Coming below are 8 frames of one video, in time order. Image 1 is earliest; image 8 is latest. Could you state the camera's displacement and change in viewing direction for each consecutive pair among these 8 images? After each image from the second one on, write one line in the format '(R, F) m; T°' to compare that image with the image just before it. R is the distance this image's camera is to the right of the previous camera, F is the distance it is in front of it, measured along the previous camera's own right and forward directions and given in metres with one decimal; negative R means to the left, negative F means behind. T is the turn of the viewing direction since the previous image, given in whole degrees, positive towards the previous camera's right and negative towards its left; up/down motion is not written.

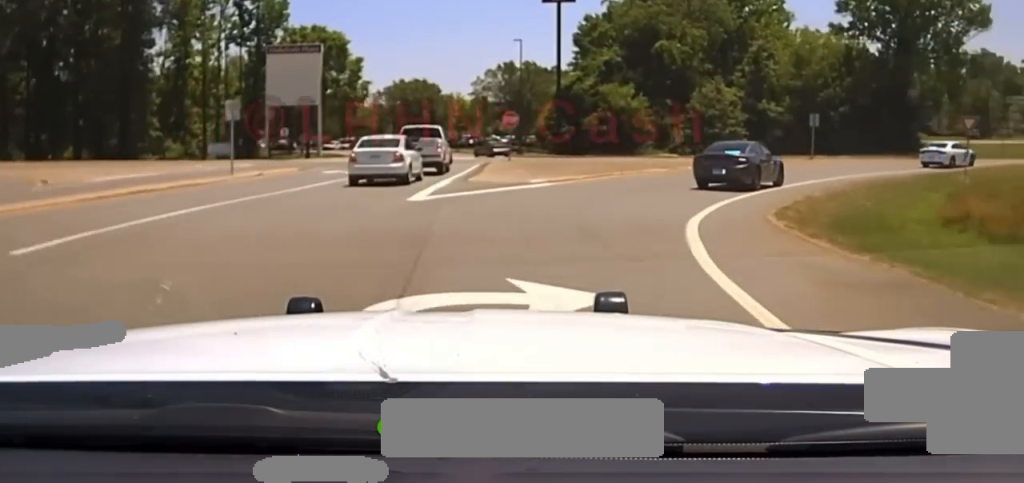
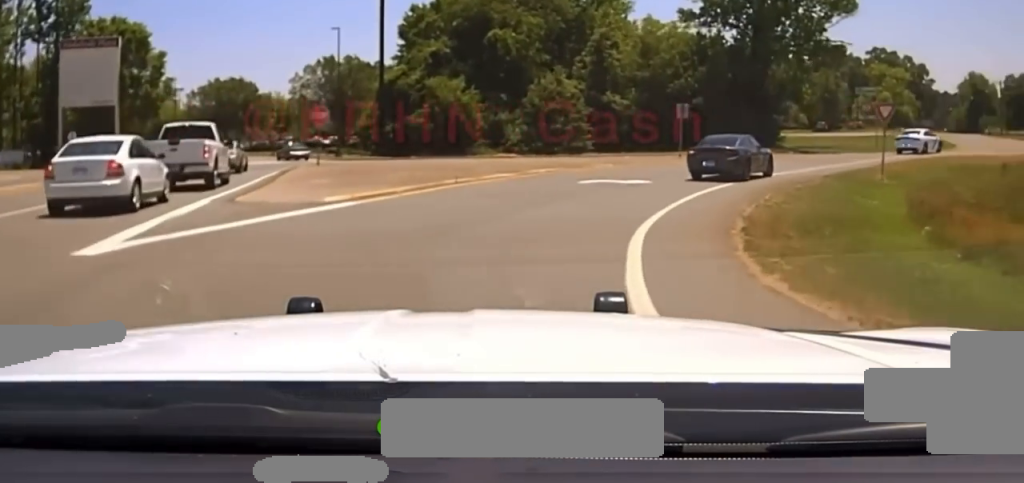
(+0.6, +7.8) m; +11°
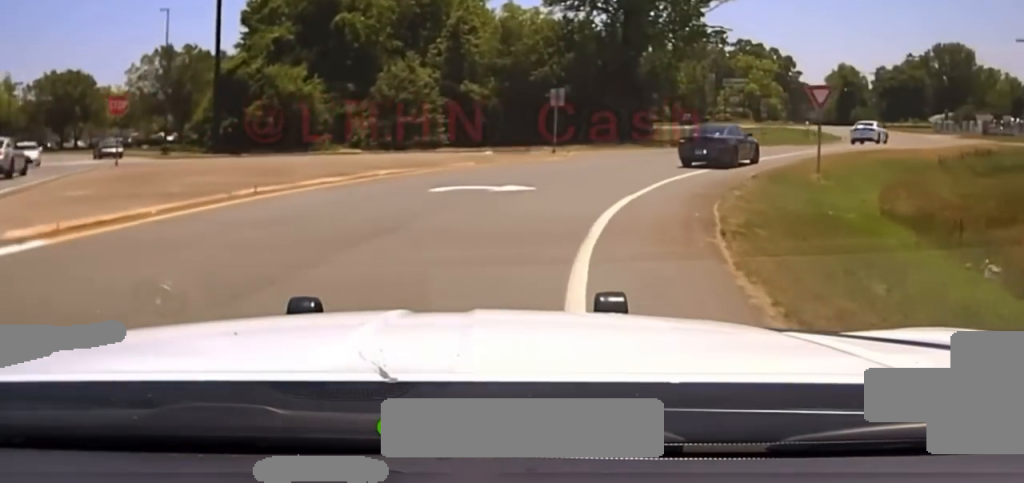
(-0.6, +6.4) m; +9°
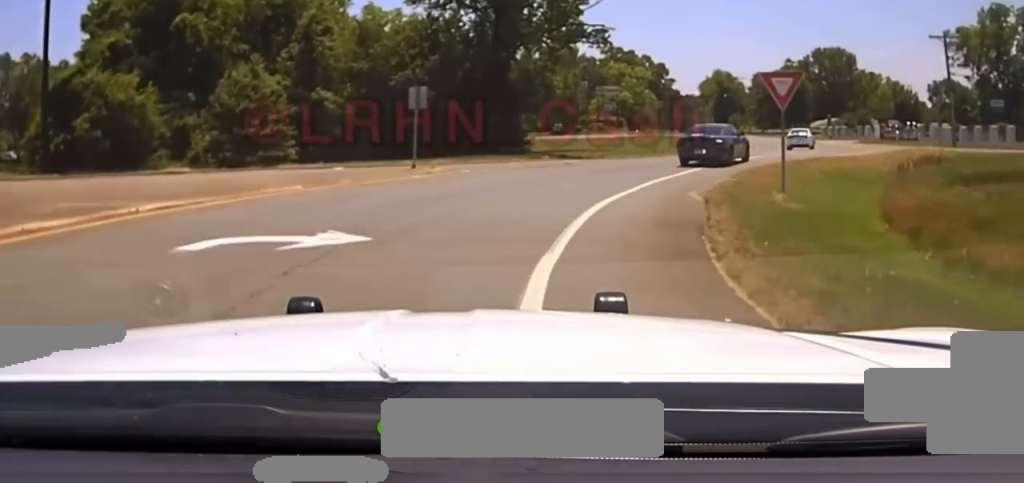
(+1.5, +7.4) m; +10°
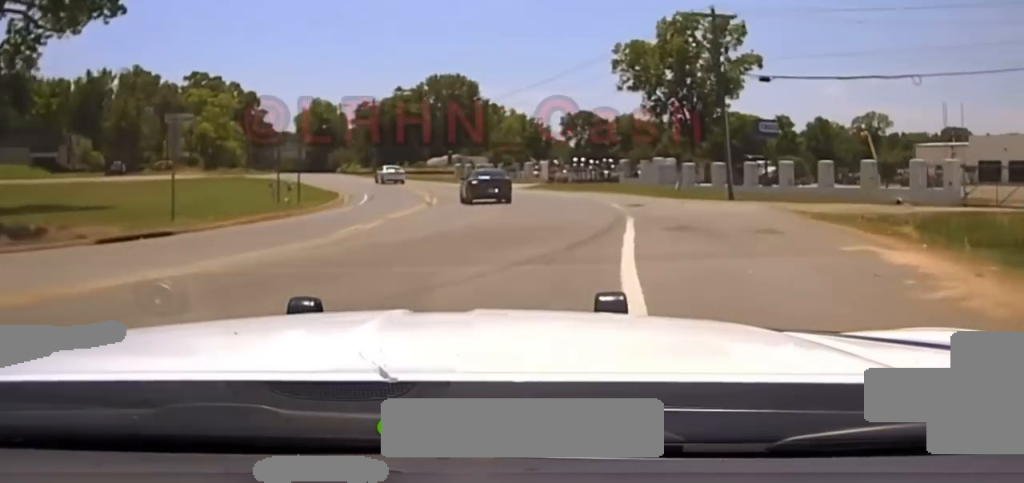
(+8.4, +29.7) m; +28°
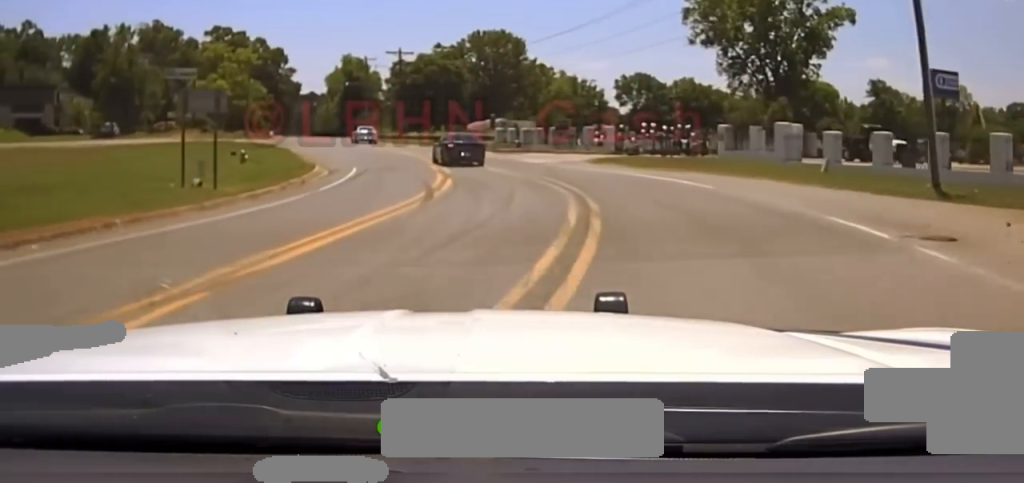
(+1.7, +17.8) m; +6°
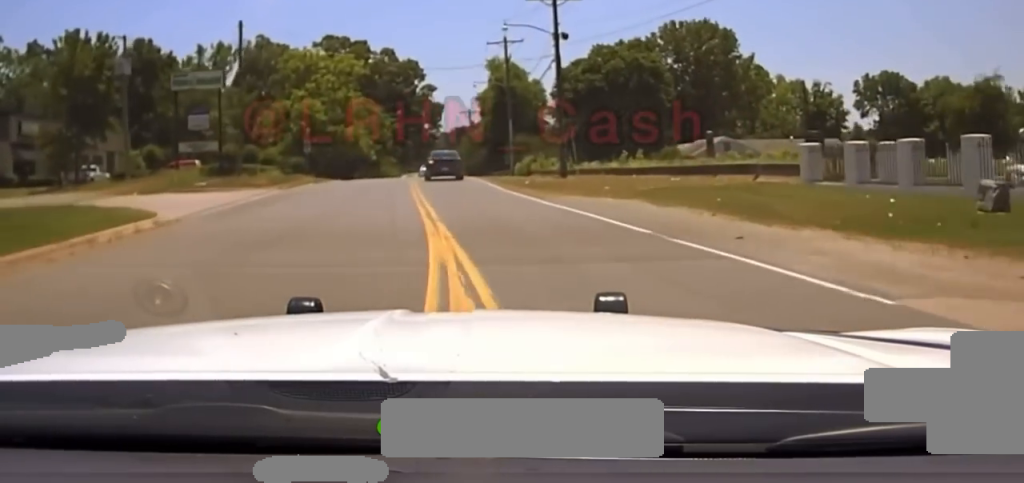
(-1.8, +53.1) m; -7°
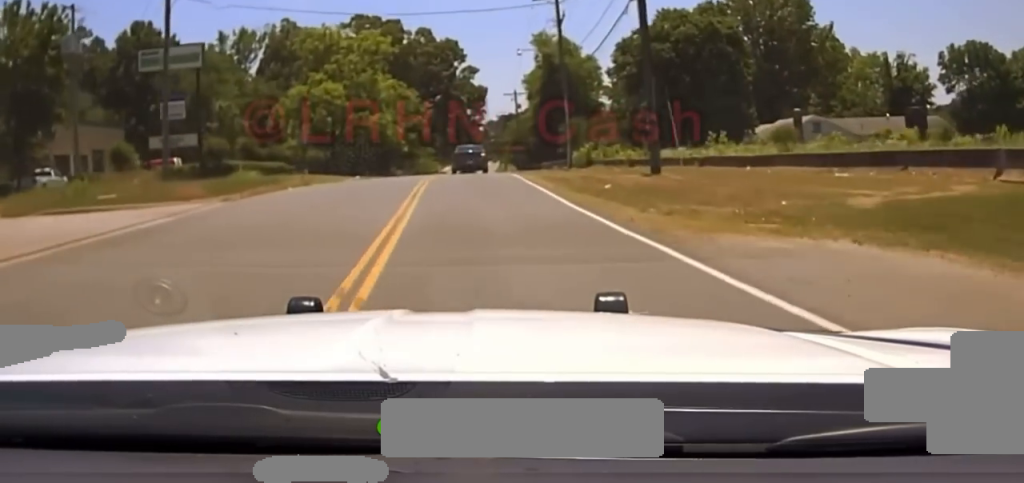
(-0.4, +15.9) m; -3°
